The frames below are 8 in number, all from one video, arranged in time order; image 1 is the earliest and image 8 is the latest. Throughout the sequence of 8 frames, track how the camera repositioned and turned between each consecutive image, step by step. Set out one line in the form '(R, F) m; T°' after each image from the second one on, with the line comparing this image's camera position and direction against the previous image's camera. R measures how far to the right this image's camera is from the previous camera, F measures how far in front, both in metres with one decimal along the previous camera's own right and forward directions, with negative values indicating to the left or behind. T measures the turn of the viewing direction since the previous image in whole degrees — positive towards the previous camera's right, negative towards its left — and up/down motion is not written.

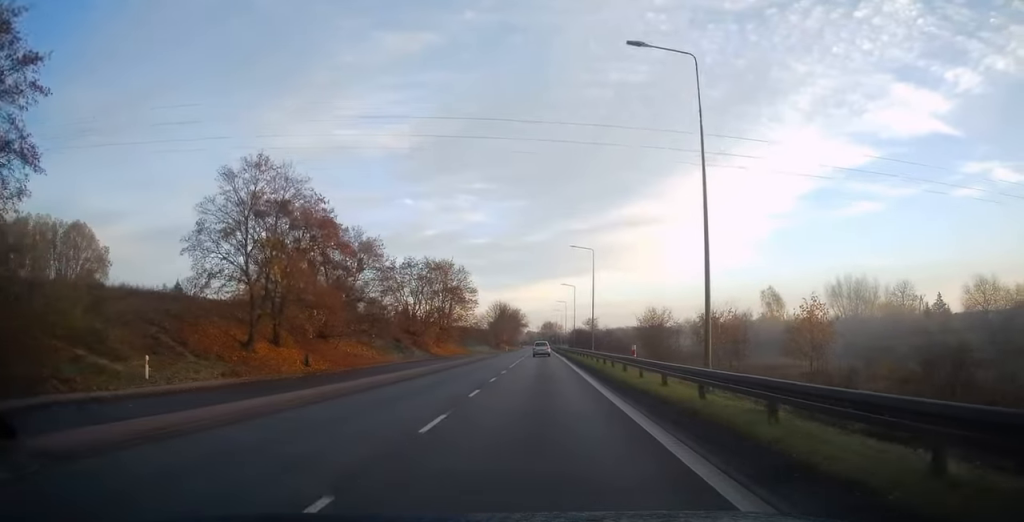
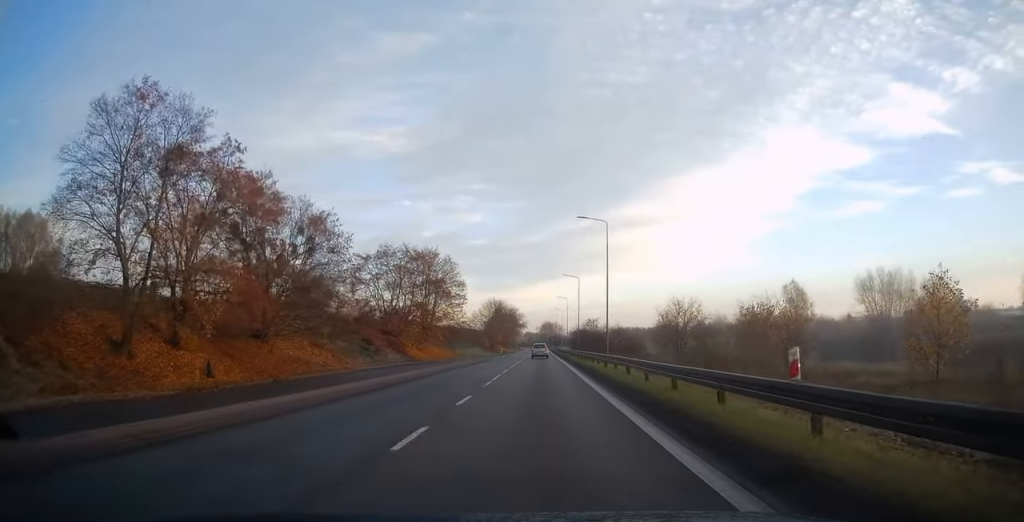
(0.0, +13.8) m; +1°
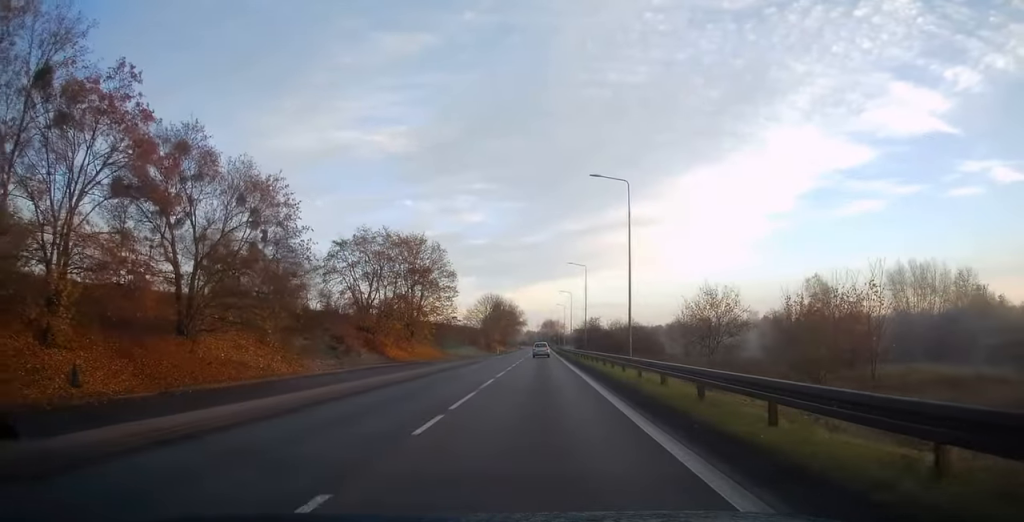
(0.0, +10.7) m; 0°
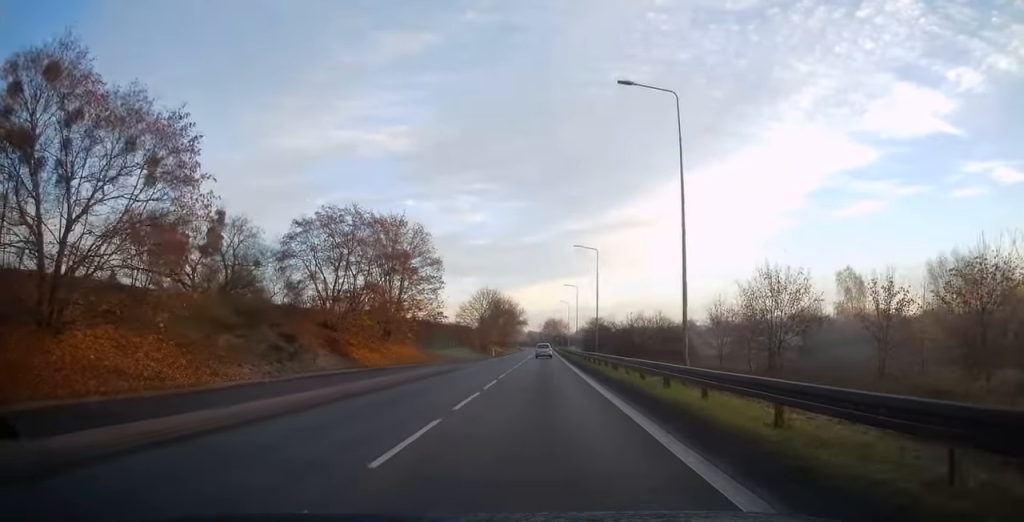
(+0.2, +12.3) m; 0°
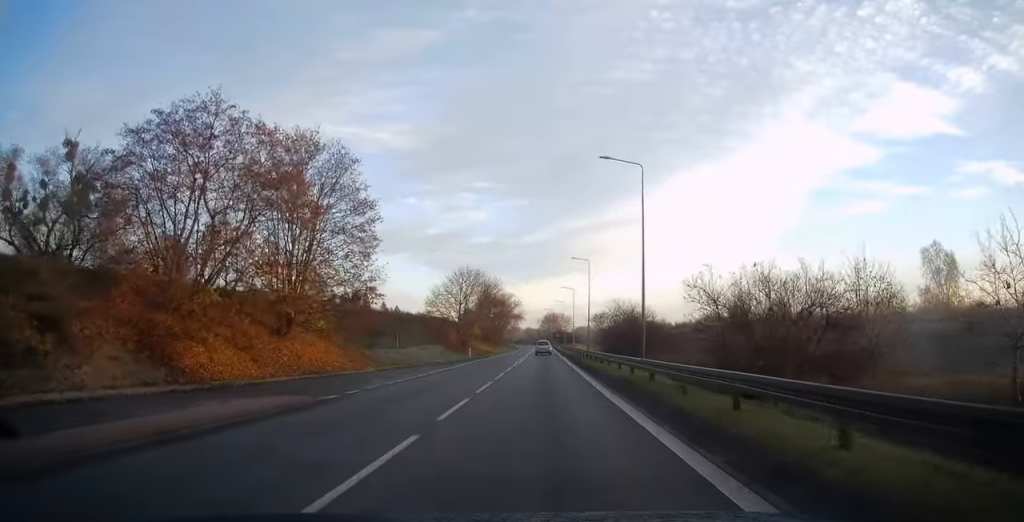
(-0.1, +26.1) m; 0°
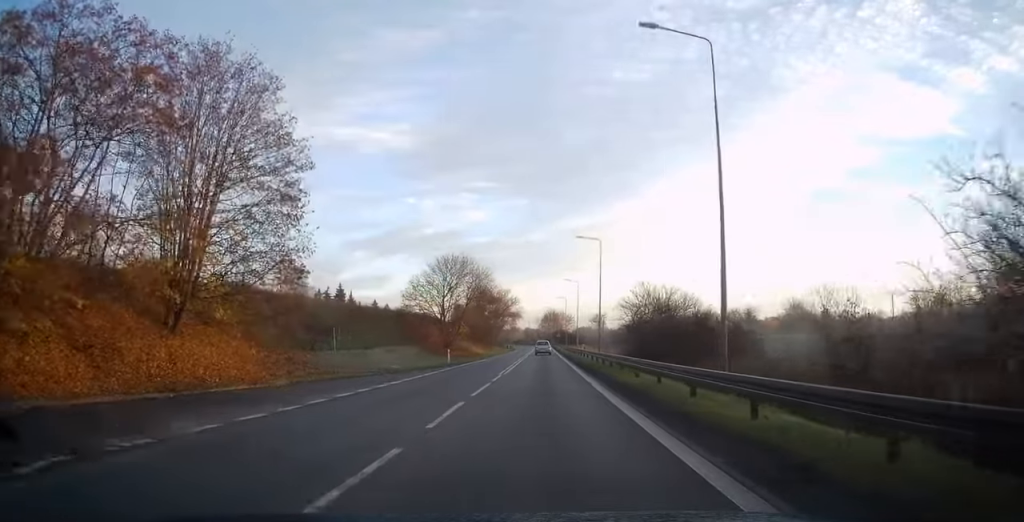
(-0.1, +13.2) m; 0°
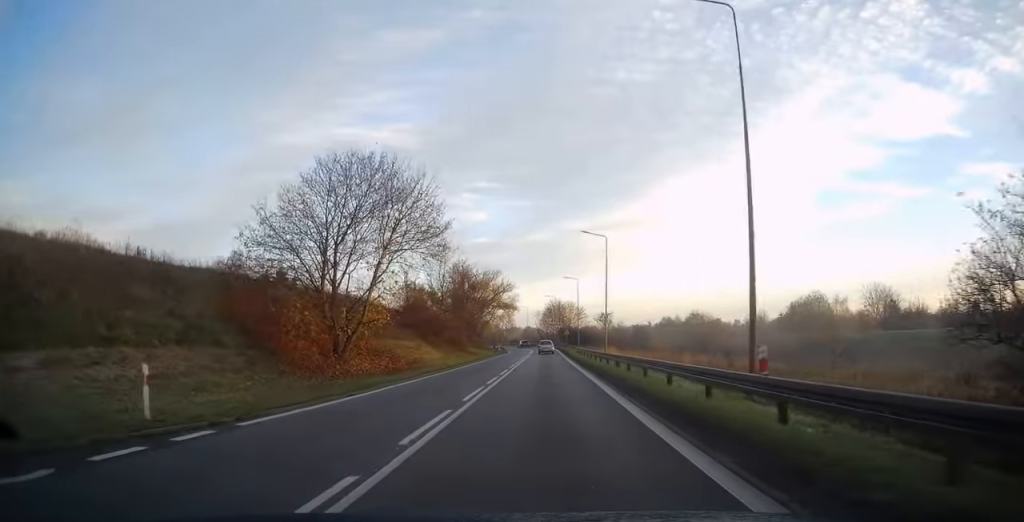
(+0.1, +37.2) m; -1°
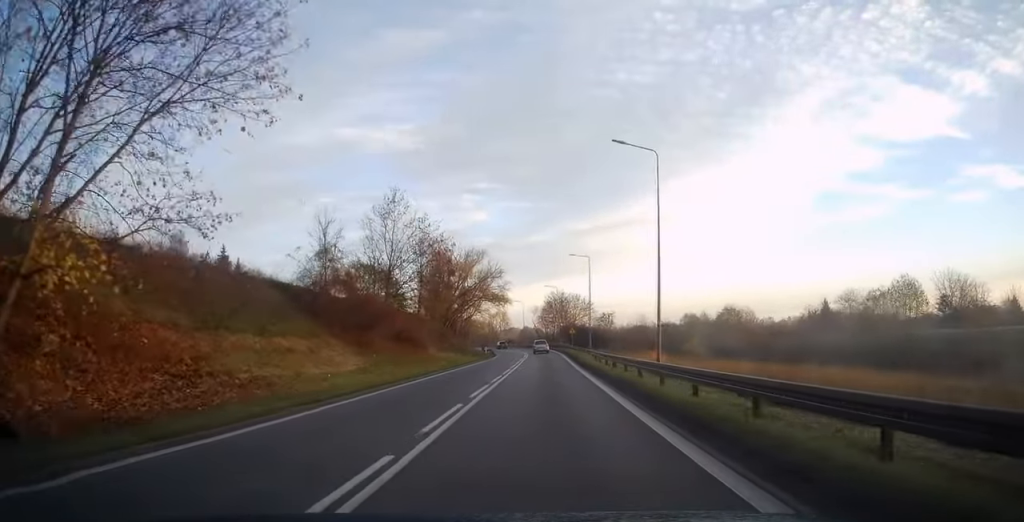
(-0.1, +23.1) m; 0°
